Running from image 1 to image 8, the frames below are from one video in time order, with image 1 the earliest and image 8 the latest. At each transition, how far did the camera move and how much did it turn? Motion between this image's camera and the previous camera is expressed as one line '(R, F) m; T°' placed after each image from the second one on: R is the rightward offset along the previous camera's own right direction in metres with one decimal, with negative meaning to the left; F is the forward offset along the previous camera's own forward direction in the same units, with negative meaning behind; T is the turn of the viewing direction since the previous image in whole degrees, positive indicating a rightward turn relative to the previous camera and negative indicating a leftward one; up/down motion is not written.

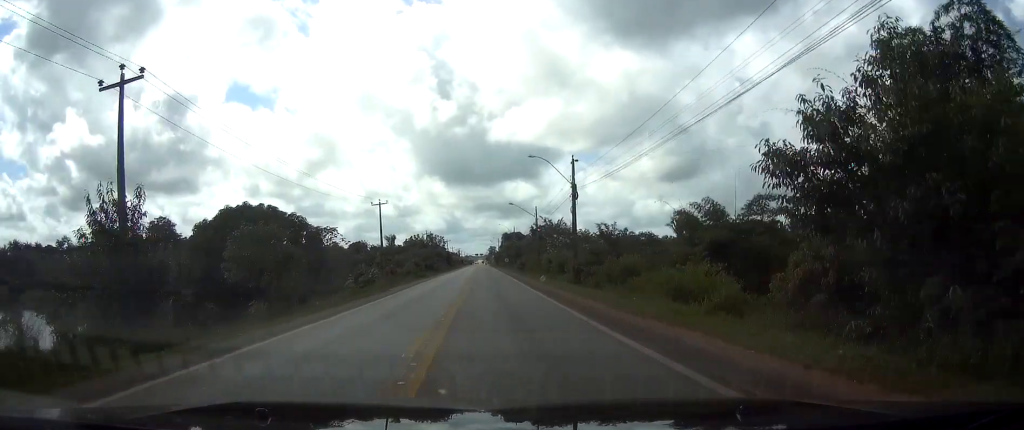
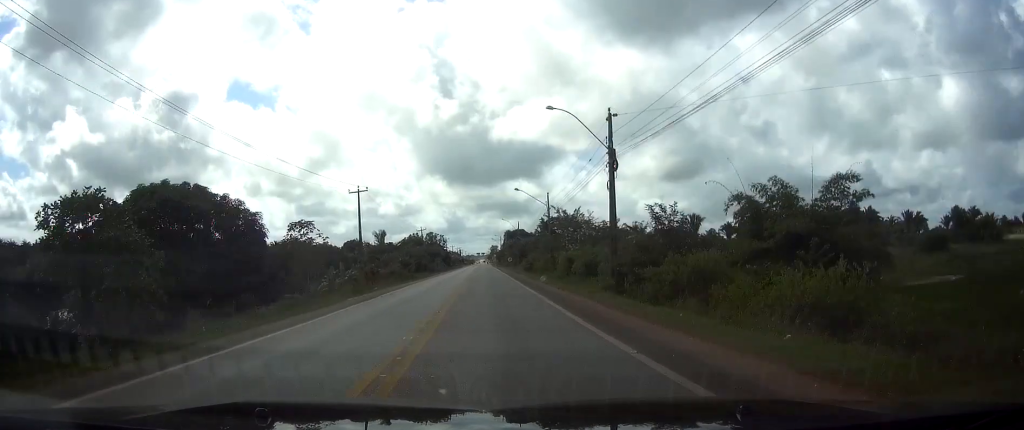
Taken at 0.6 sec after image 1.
(0.0, +13.5) m; 0°
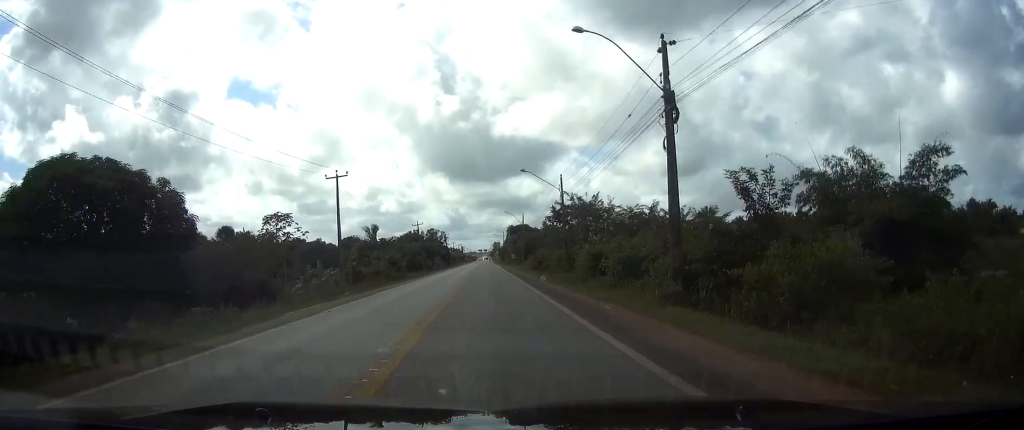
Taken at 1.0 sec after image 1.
(0.0, +10.1) m; 0°
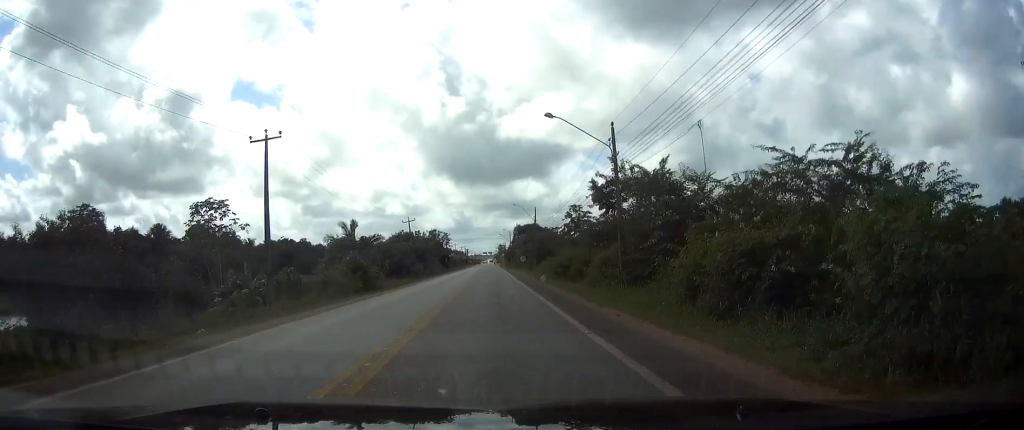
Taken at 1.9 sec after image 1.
(0.0, +19.5) m; 0°
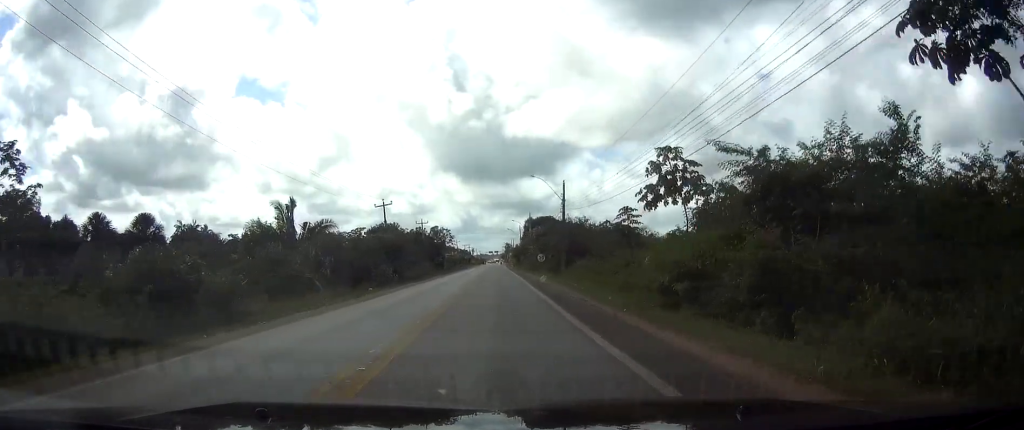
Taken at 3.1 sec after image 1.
(-0.1, +28.6) m; -1°
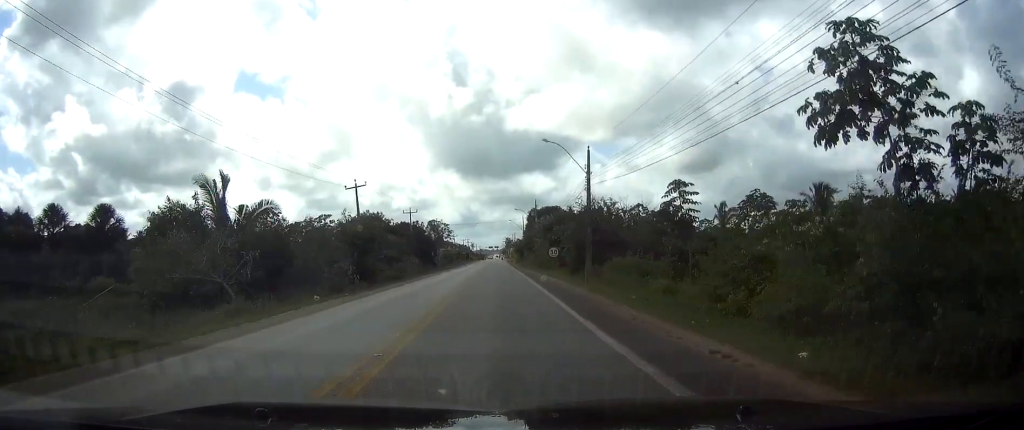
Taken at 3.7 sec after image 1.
(-0.1, +15.4) m; 0°
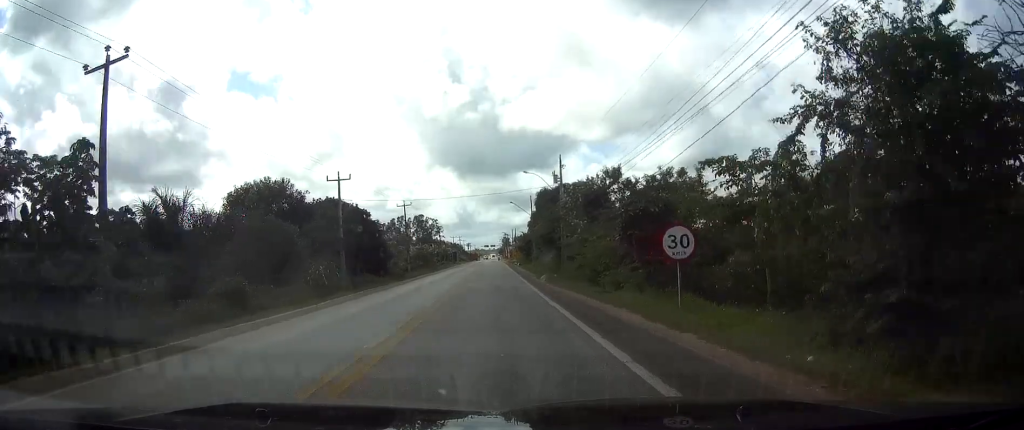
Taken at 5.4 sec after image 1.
(-0.1, +41.2) m; 0°
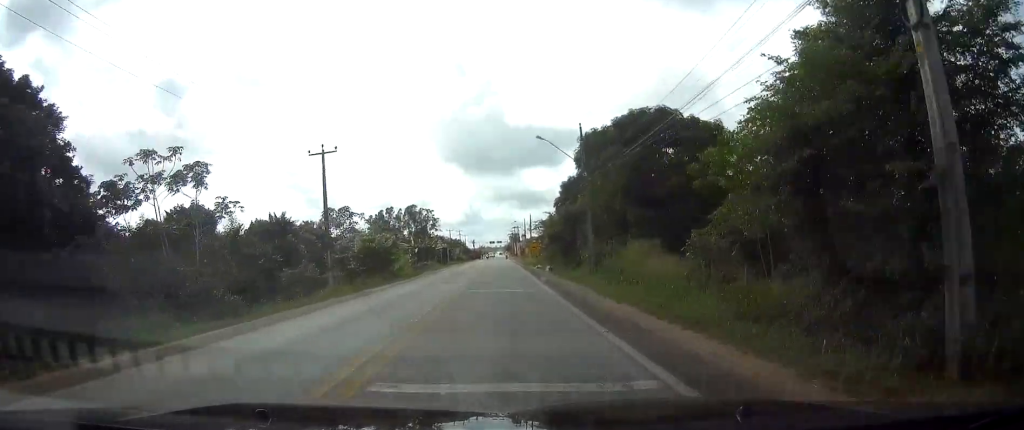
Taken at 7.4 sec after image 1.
(0.0, +46.3) m; 0°
